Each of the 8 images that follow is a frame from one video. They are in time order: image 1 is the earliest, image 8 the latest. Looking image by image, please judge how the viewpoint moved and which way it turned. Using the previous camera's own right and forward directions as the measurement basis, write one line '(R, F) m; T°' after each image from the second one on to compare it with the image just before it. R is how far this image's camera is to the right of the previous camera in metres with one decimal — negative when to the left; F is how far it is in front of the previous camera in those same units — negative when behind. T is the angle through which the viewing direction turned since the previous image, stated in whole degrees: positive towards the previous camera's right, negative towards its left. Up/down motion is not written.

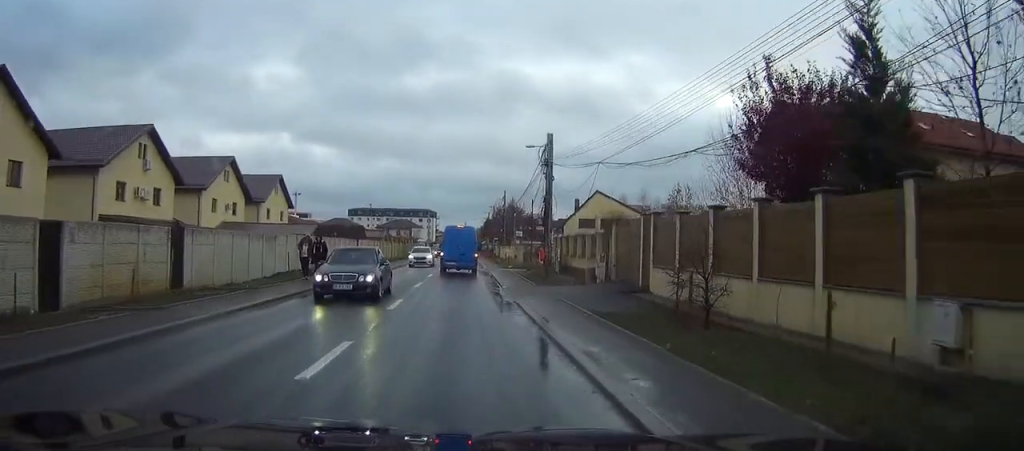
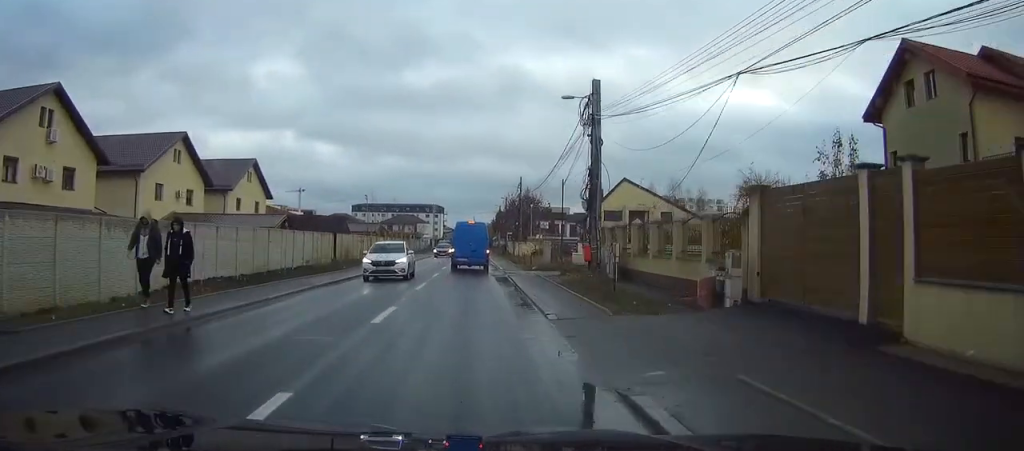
(0.0, +13.2) m; 0°
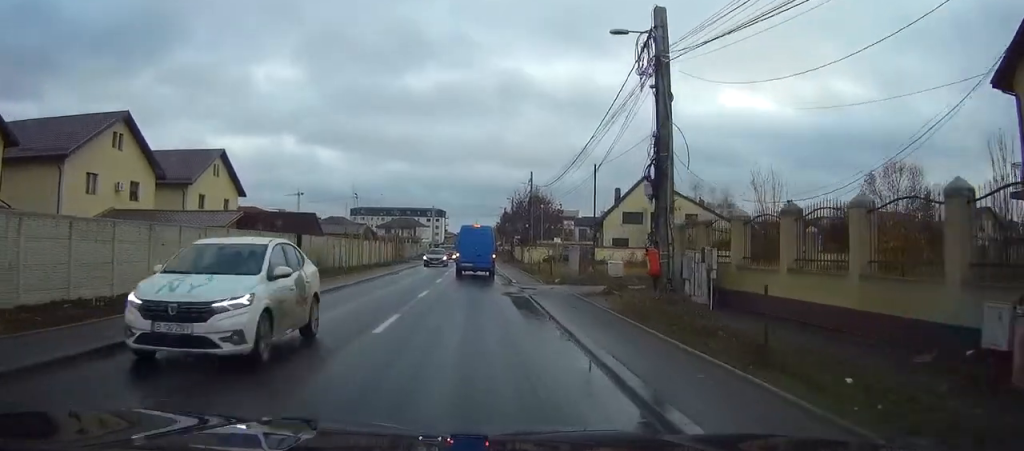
(-0.1, +10.0) m; 0°
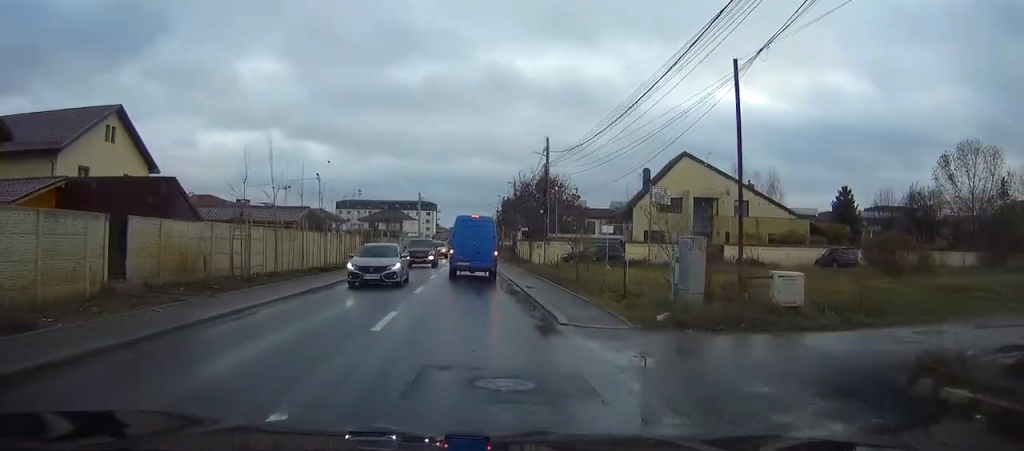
(+0.1, +18.3) m; 0°
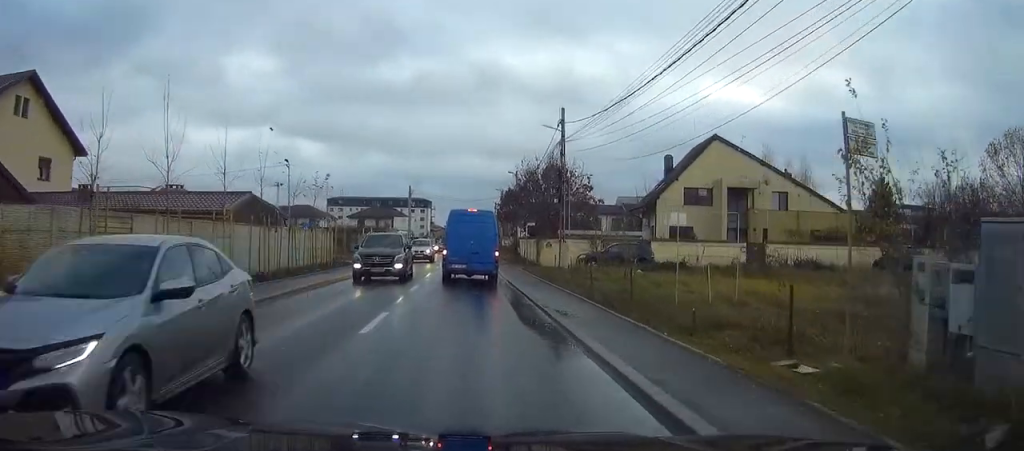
(0.0, +10.7) m; 0°
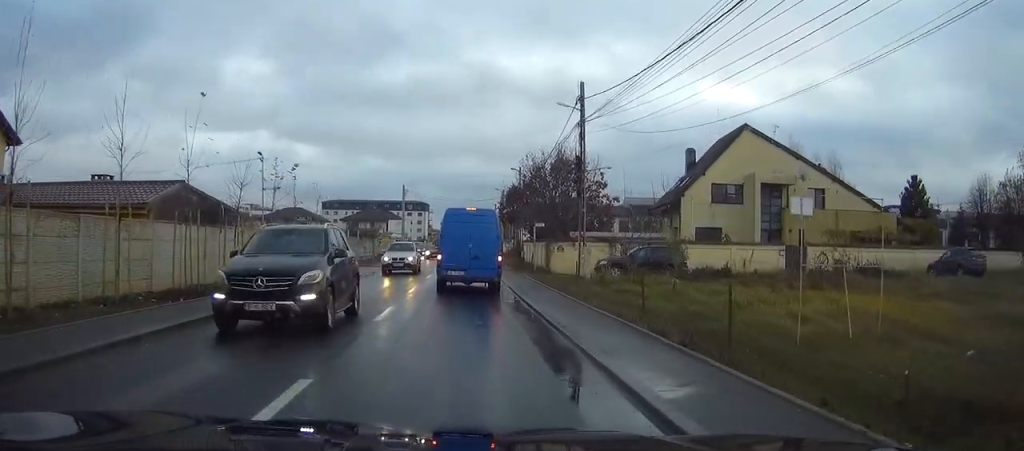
(+0.1, +8.1) m; 0°
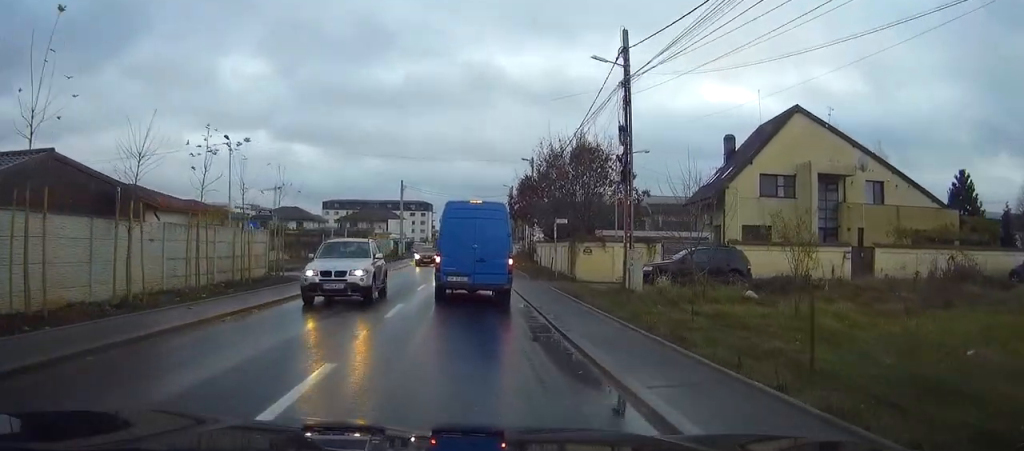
(-0.1, +9.0) m; -2°
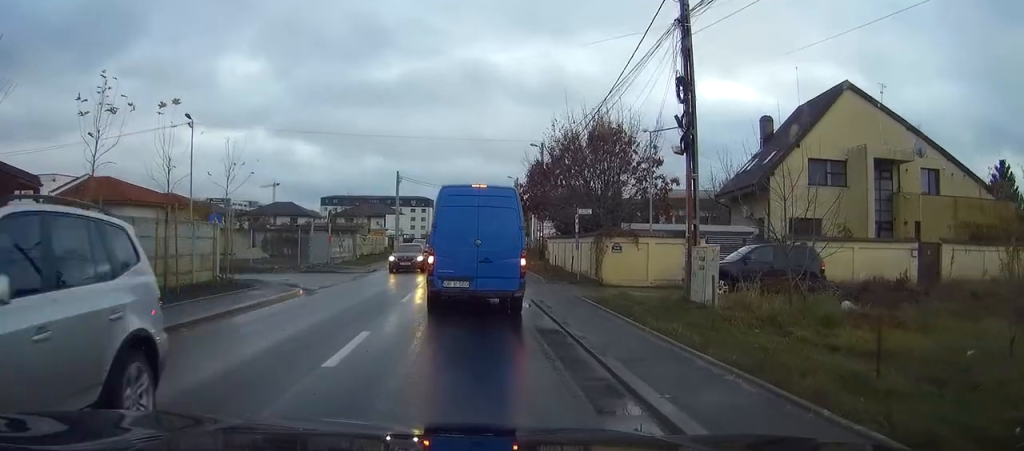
(-0.2, +6.7) m; -1°
